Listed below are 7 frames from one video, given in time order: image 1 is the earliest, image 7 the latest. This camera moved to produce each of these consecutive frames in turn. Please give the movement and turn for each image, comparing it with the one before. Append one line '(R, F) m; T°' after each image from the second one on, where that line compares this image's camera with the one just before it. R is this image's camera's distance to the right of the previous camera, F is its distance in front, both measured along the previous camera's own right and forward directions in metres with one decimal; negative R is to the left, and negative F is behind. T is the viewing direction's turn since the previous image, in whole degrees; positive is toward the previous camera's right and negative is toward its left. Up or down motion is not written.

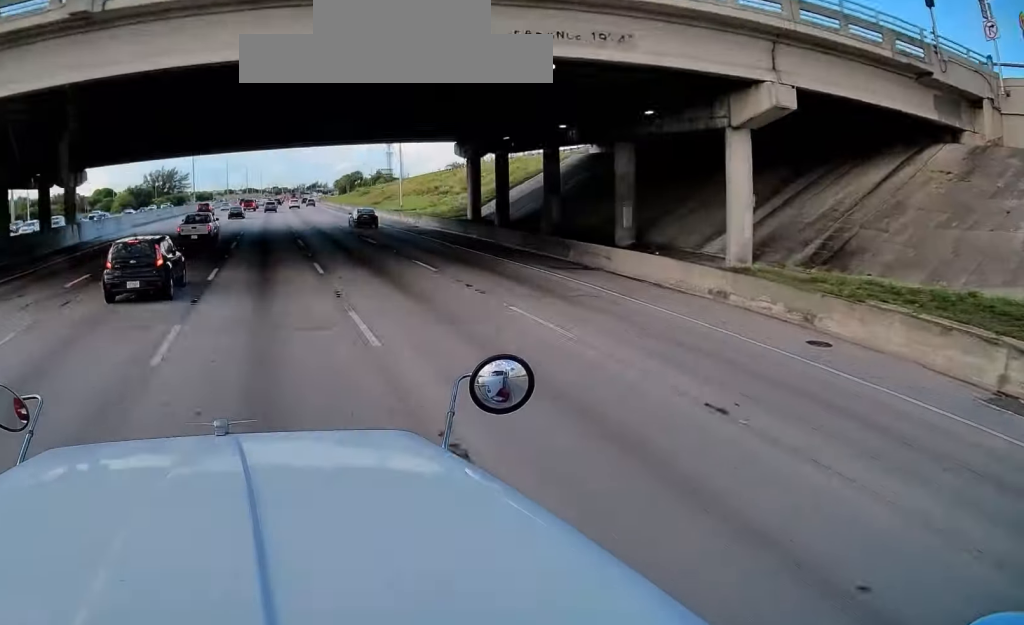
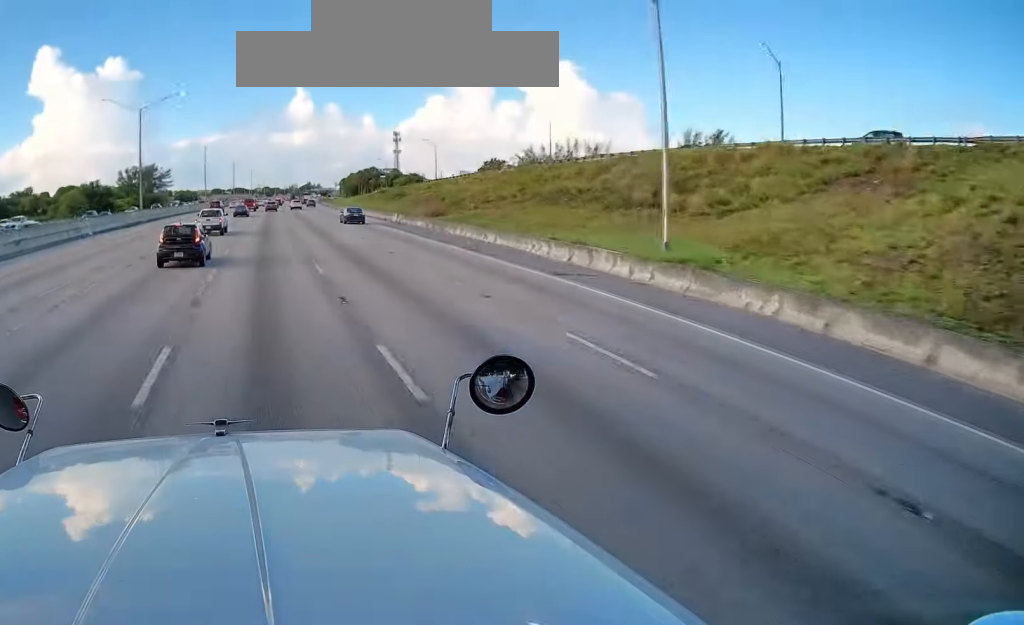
(+0.6, +43.6) m; +1°
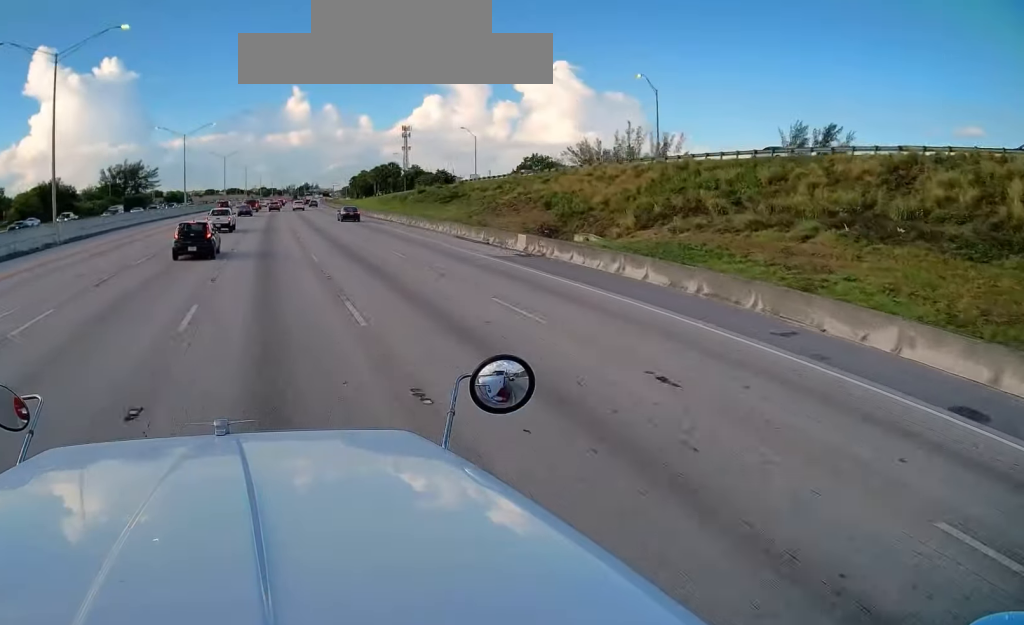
(+0.1, +30.7) m; 0°
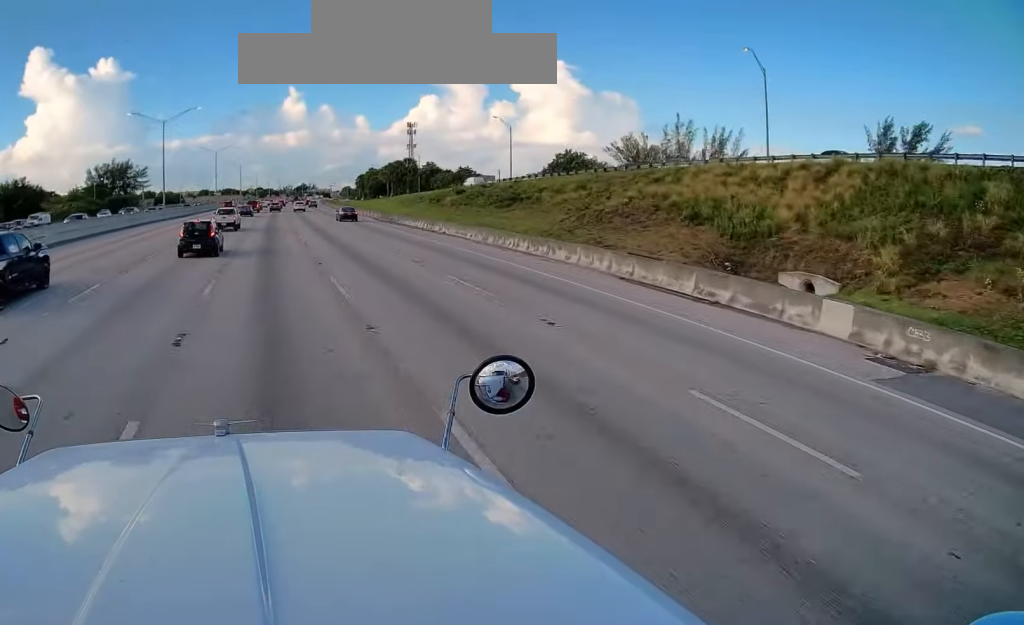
(0.0, +20.0) m; -1°
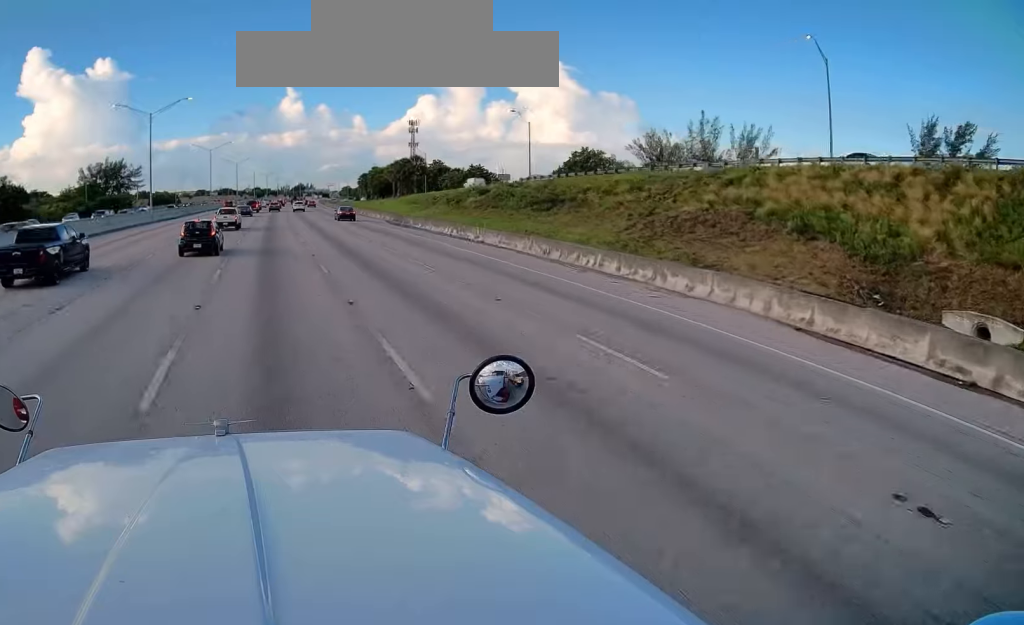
(-0.1, +8.8) m; 0°
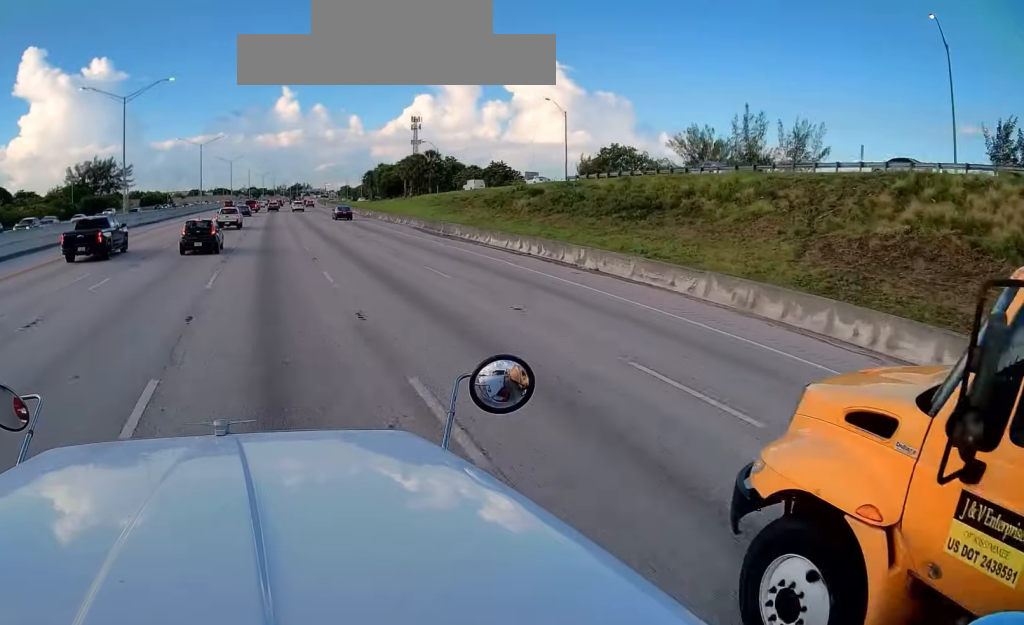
(-0.2, +14.0) m; 0°
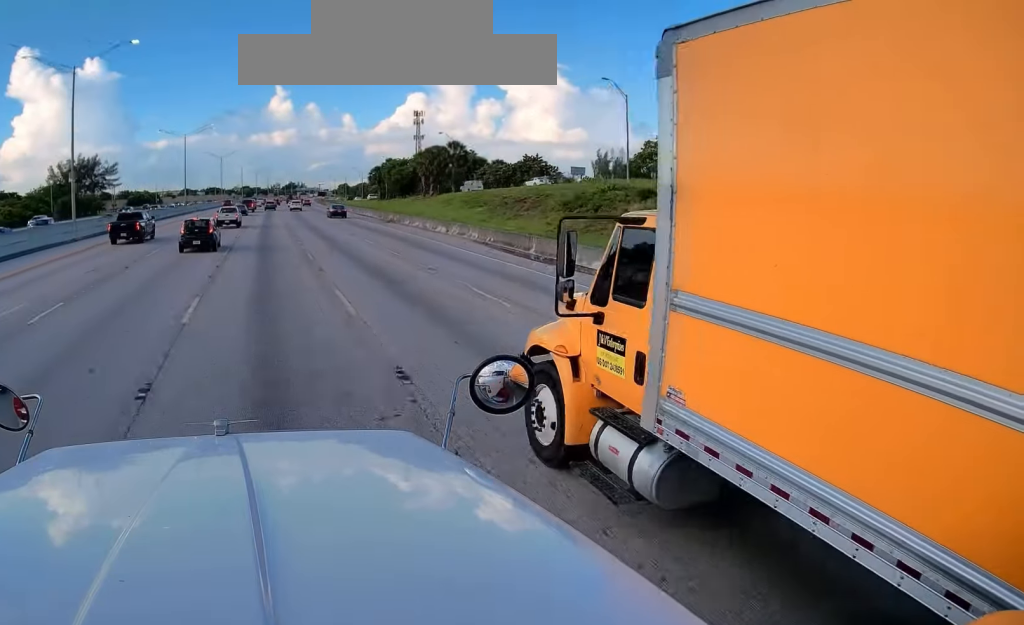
(+0.2, +17.4) m; +1°
